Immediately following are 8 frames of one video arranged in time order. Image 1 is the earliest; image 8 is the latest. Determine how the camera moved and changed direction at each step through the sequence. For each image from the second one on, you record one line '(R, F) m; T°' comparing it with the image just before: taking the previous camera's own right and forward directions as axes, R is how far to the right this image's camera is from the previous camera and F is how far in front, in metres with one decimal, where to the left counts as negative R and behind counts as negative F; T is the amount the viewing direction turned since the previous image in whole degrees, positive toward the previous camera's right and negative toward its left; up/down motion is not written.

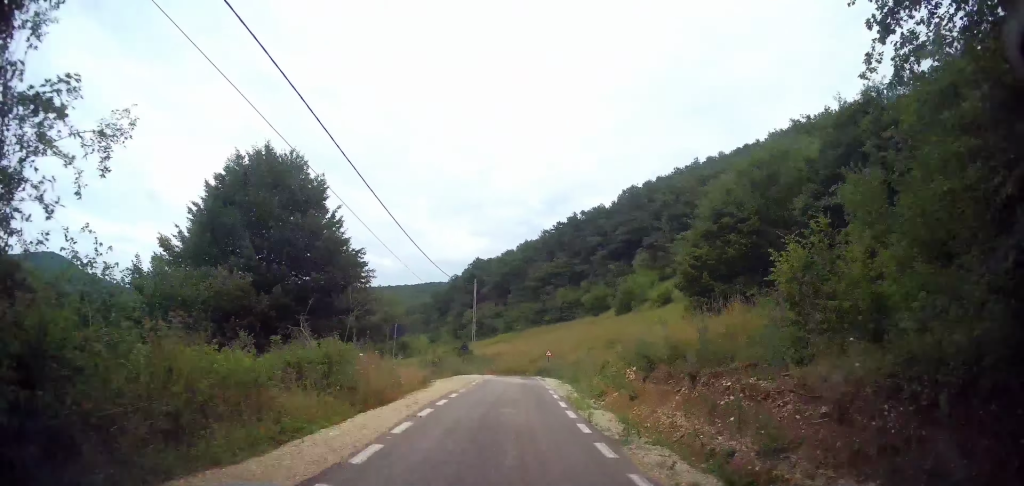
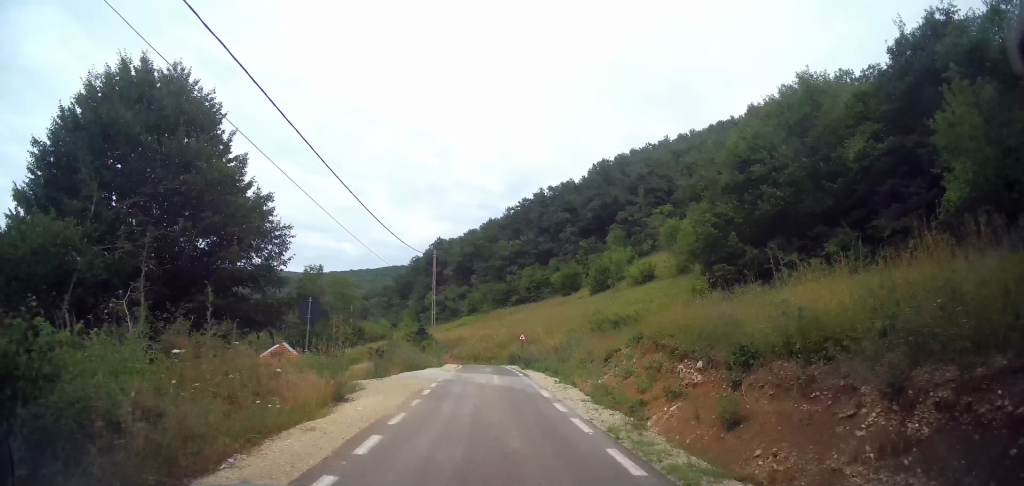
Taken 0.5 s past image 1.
(+0.2, +7.5) m; +2°
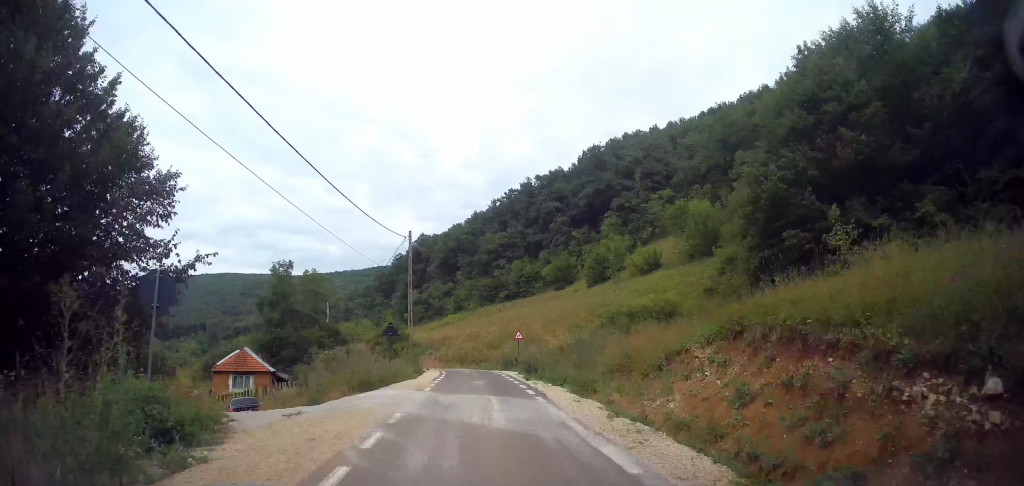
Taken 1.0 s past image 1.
(+0.2, +6.8) m; +1°
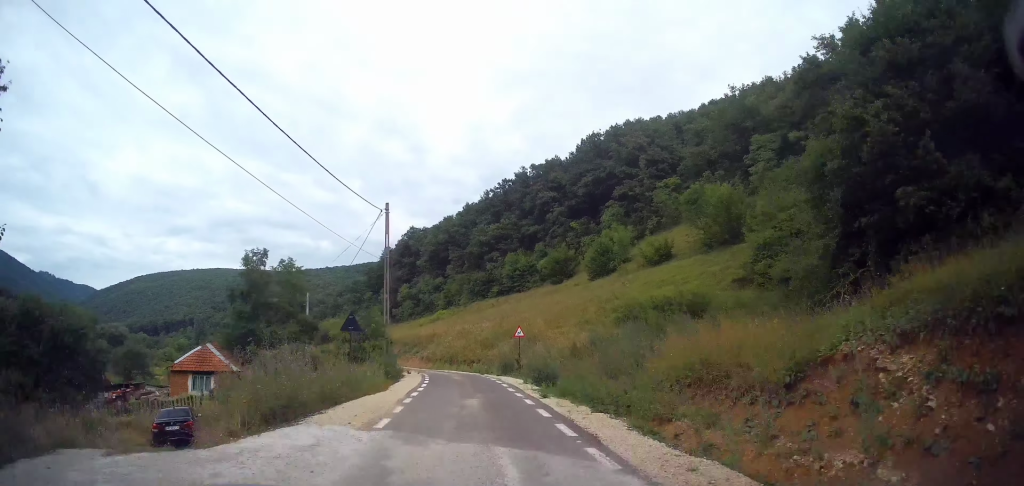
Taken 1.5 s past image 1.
(+0.2, +5.8) m; 0°
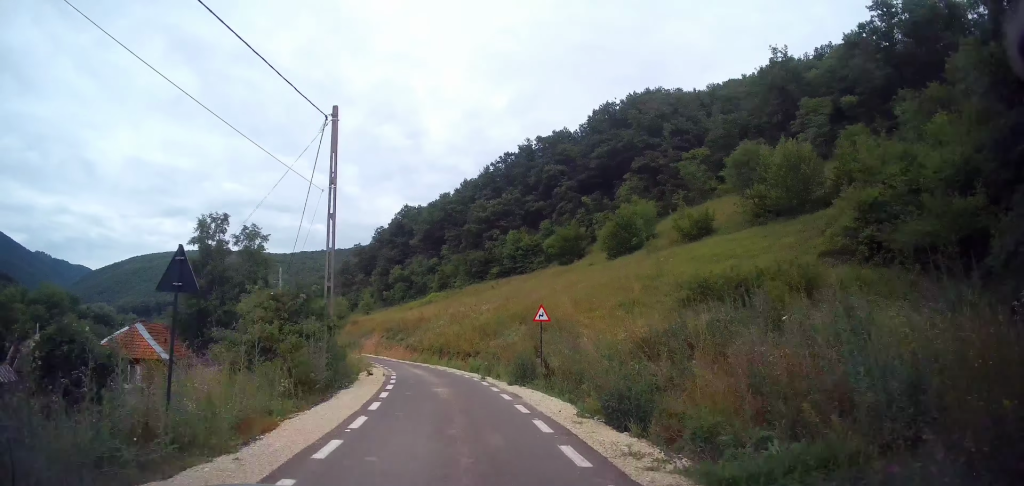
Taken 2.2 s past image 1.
(0.0, +9.9) m; 0°
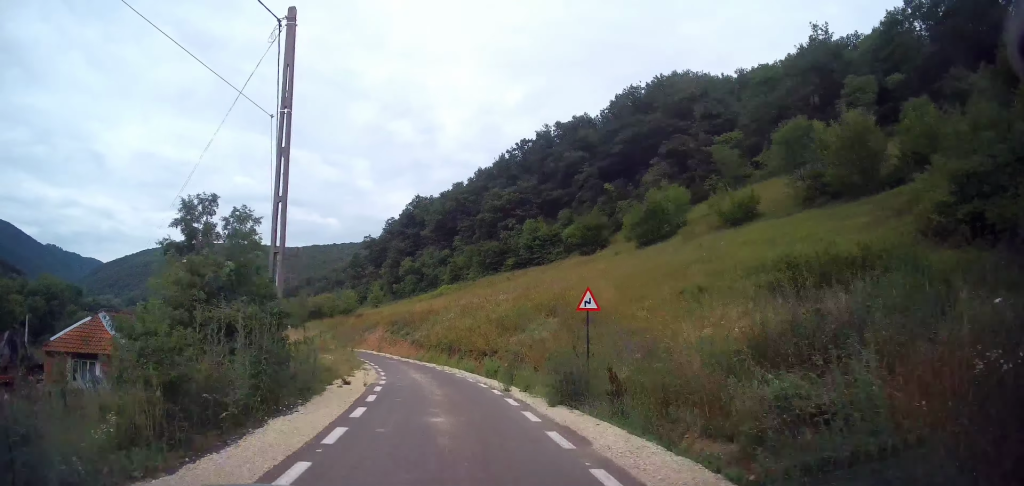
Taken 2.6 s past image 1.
(0.0, +5.4) m; 0°
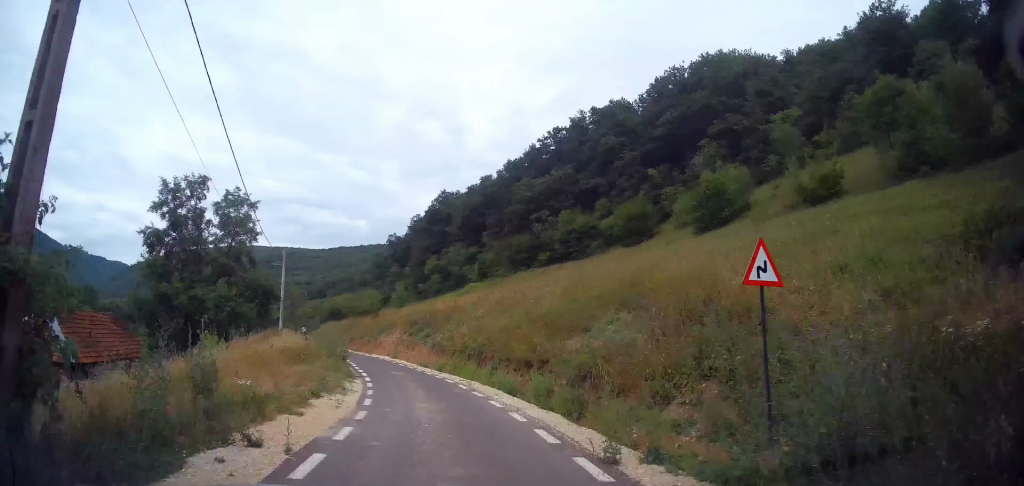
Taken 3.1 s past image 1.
(0.0, +7.3) m; -2°
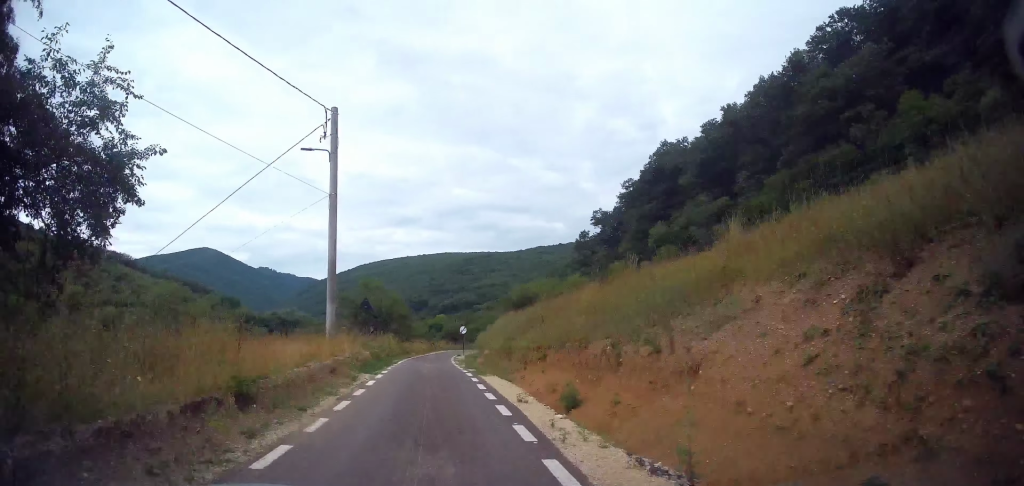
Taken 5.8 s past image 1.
(-7.2, +36.2) m; -21°
